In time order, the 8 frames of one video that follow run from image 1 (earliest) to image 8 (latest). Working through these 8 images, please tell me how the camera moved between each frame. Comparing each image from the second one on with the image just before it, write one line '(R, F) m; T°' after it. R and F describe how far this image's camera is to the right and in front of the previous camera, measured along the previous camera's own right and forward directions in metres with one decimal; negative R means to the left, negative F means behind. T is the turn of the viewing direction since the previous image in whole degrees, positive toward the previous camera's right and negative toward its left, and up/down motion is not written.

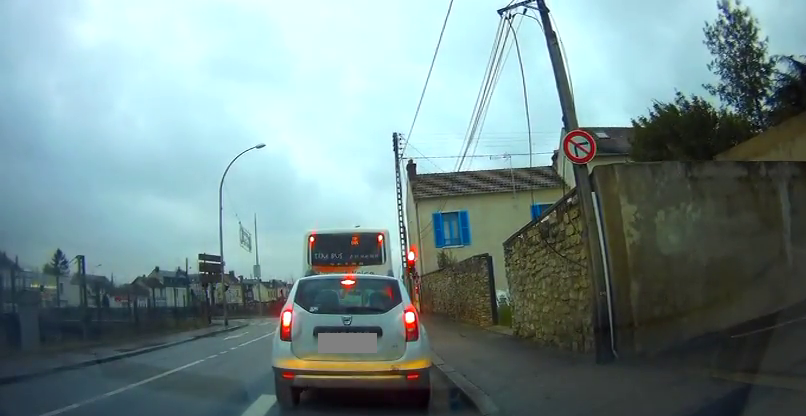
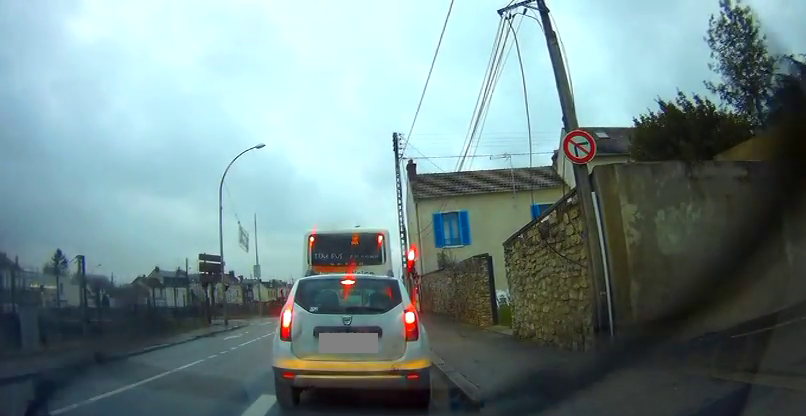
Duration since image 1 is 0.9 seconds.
(-0.1, +0.2) m; 0°
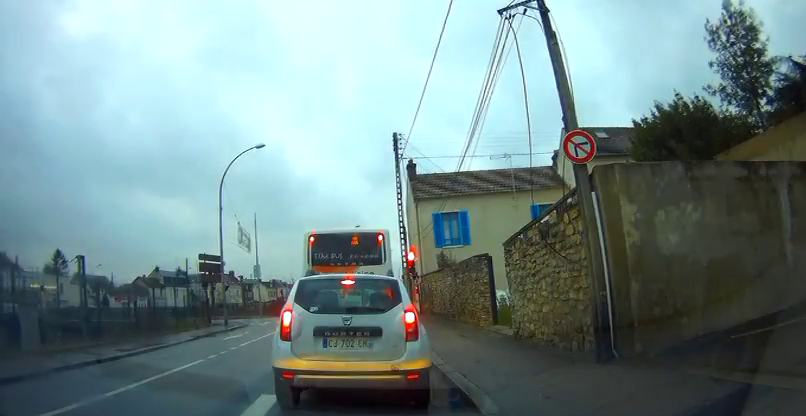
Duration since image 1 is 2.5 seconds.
(-0.1, +0.1) m; 0°
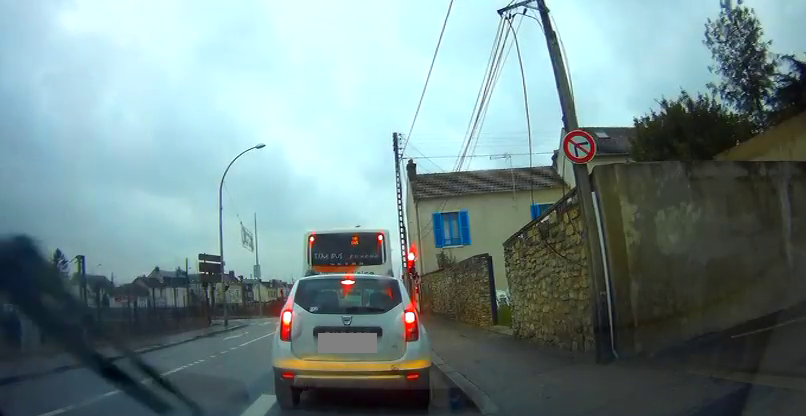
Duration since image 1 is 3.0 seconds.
(0.0, 0.0) m; 0°
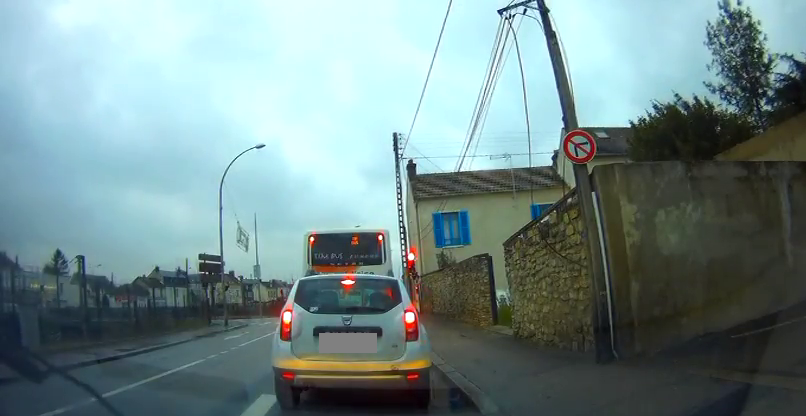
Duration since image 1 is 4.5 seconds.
(0.0, 0.0) m; 0°
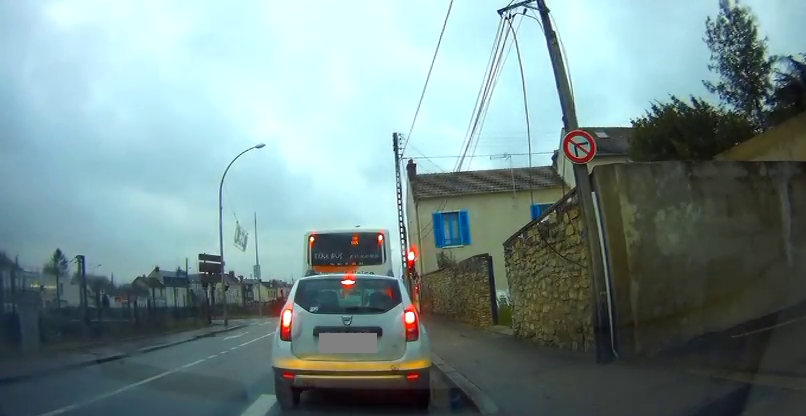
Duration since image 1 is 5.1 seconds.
(0.0, 0.0) m; 0°
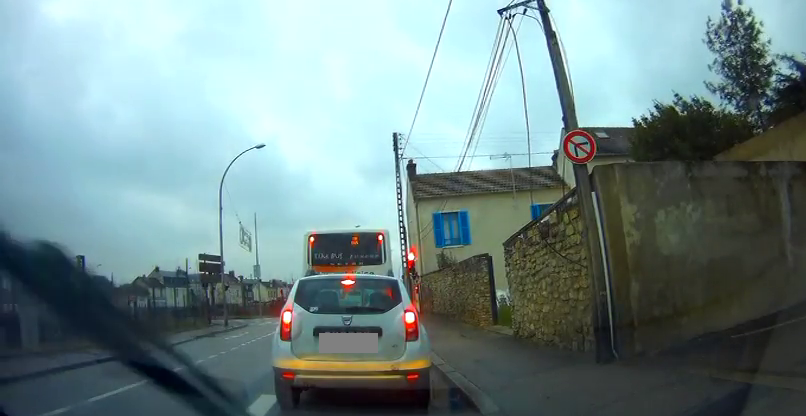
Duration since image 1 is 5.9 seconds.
(+0.1, 0.0) m; 0°
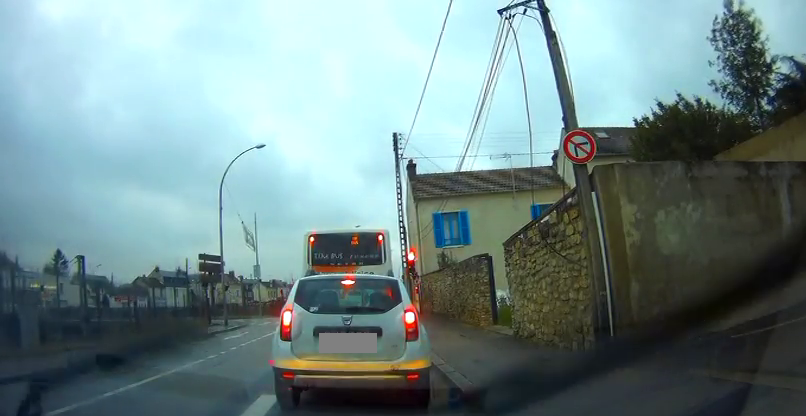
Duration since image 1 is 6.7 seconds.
(+0.1, 0.0) m; 0°
